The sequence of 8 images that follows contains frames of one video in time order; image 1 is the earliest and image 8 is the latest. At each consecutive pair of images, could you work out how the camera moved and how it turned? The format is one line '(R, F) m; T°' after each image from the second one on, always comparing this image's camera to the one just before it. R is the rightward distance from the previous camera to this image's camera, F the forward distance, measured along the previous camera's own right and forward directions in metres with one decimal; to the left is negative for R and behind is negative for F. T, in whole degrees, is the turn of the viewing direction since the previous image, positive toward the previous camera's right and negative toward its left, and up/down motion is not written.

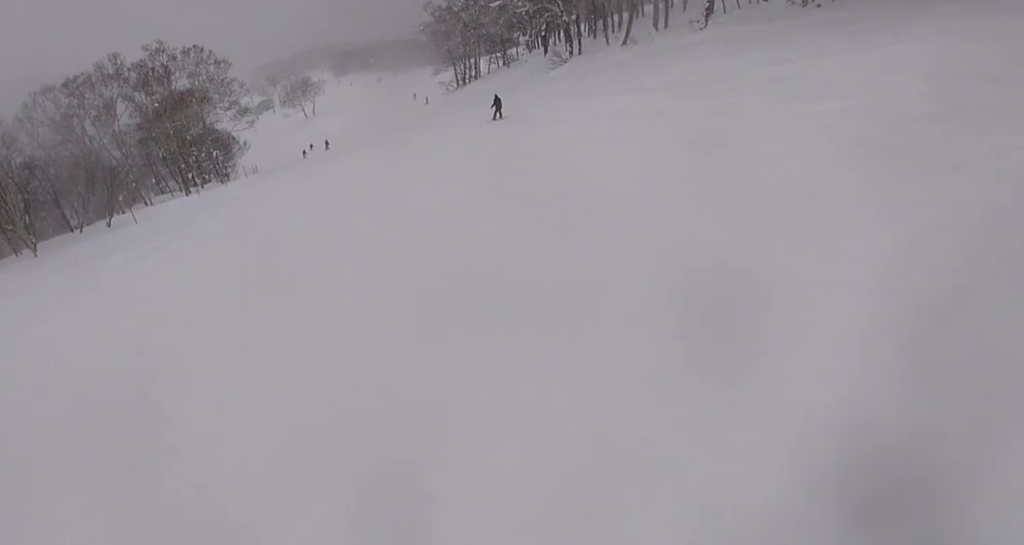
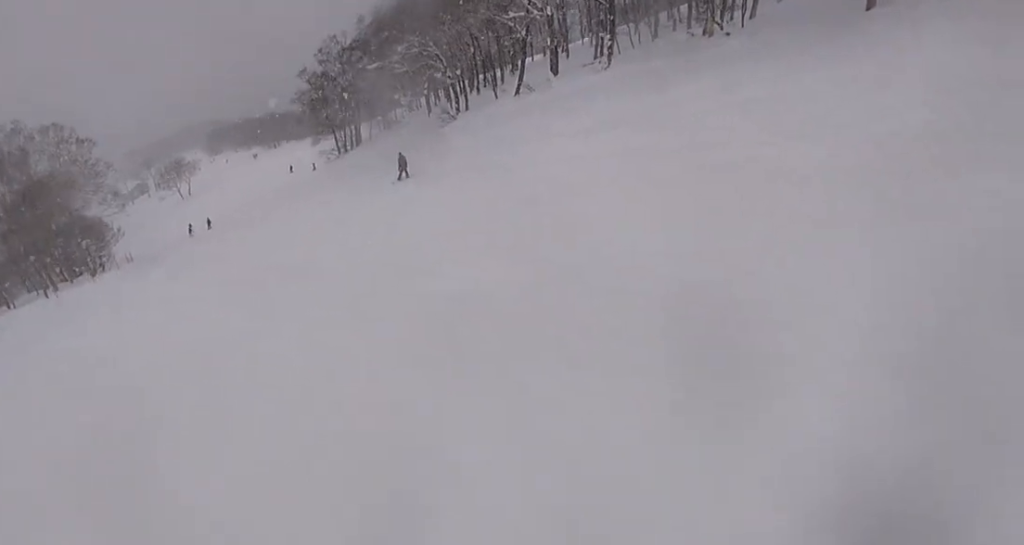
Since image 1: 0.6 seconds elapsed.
(+0.7, +5.3) m; +15°
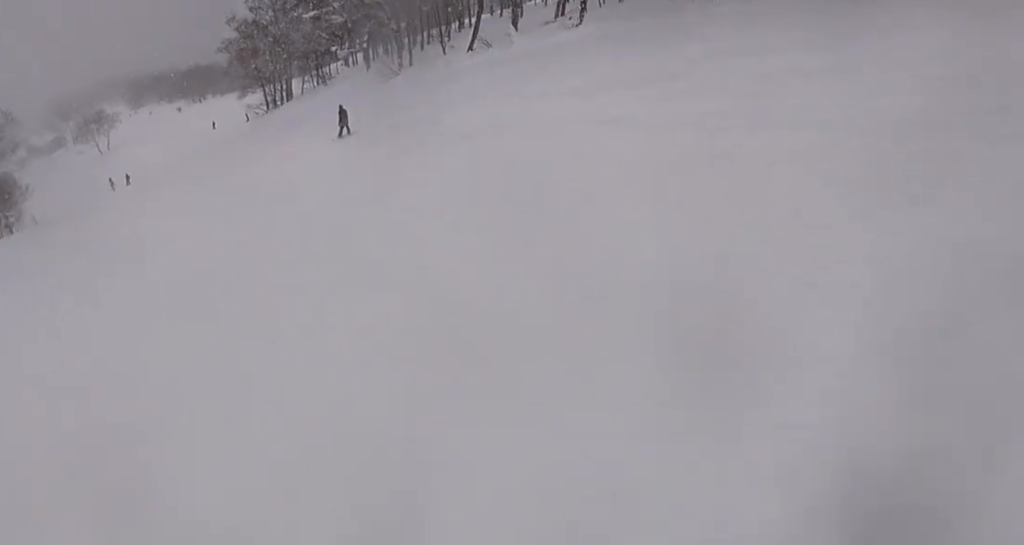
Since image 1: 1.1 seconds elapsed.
(+0.6, +5.0) m; +11°
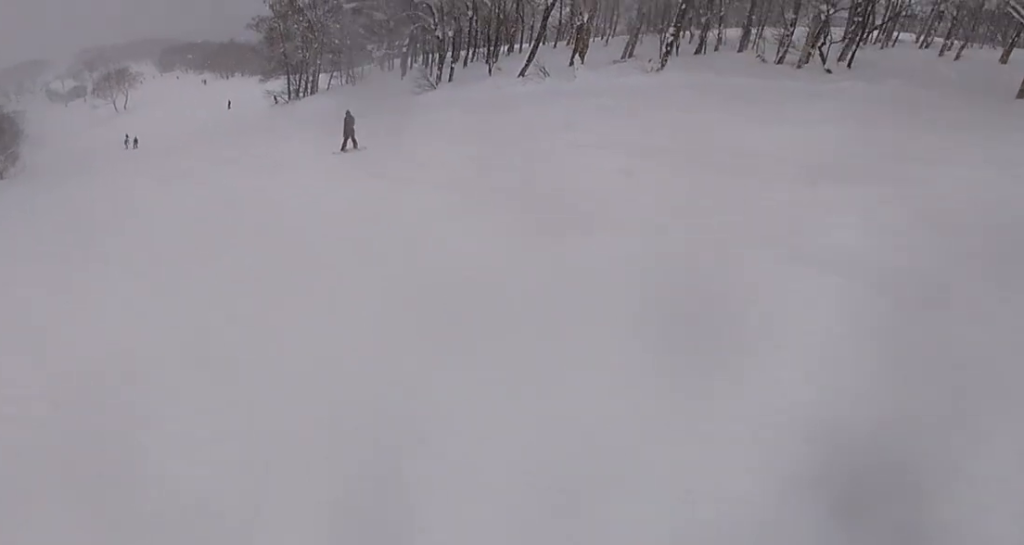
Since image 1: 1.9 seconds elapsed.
(+1.0, +6.9) m; 0°
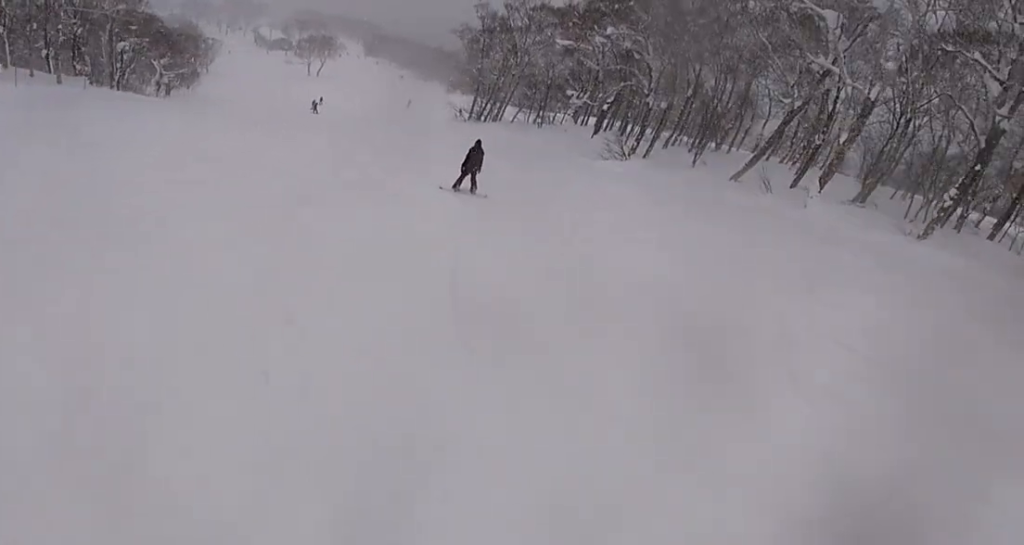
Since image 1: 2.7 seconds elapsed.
(-0.2, +7.7) m; -11°
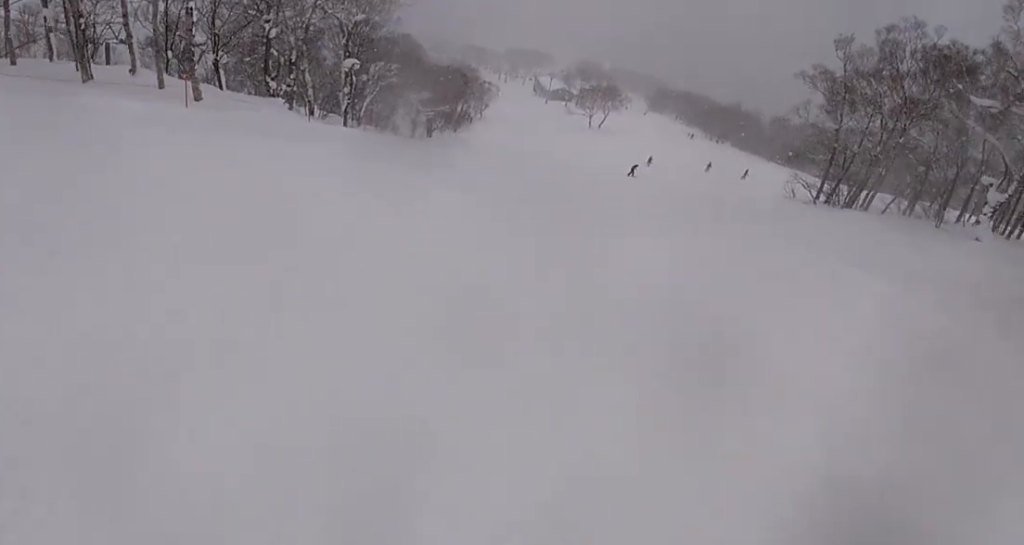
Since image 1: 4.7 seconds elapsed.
(-6.3, +19.2) m; -26°
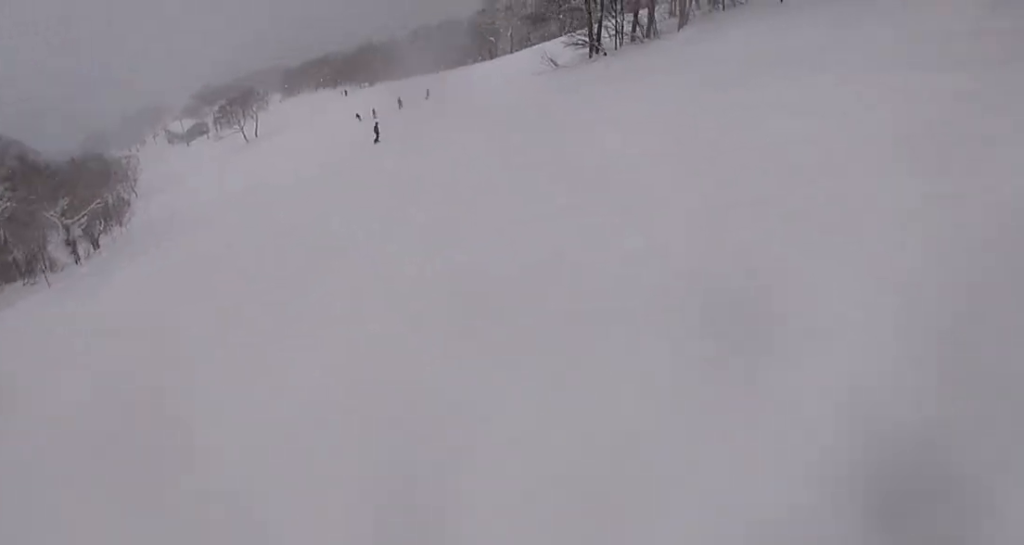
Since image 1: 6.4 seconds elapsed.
(+2.0, +17.3) m; +18°
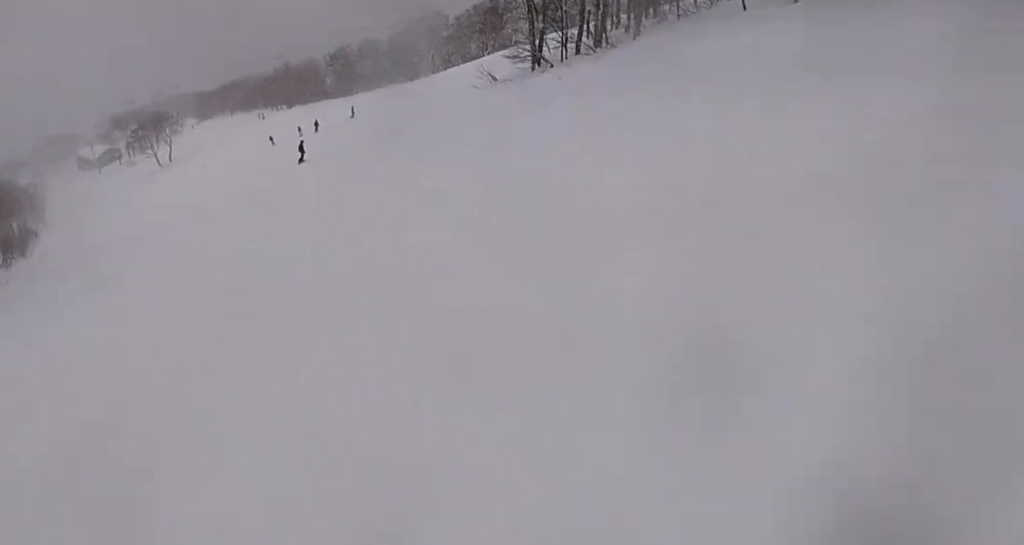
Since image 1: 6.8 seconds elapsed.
(-0.1, +4.3) m; +7°
